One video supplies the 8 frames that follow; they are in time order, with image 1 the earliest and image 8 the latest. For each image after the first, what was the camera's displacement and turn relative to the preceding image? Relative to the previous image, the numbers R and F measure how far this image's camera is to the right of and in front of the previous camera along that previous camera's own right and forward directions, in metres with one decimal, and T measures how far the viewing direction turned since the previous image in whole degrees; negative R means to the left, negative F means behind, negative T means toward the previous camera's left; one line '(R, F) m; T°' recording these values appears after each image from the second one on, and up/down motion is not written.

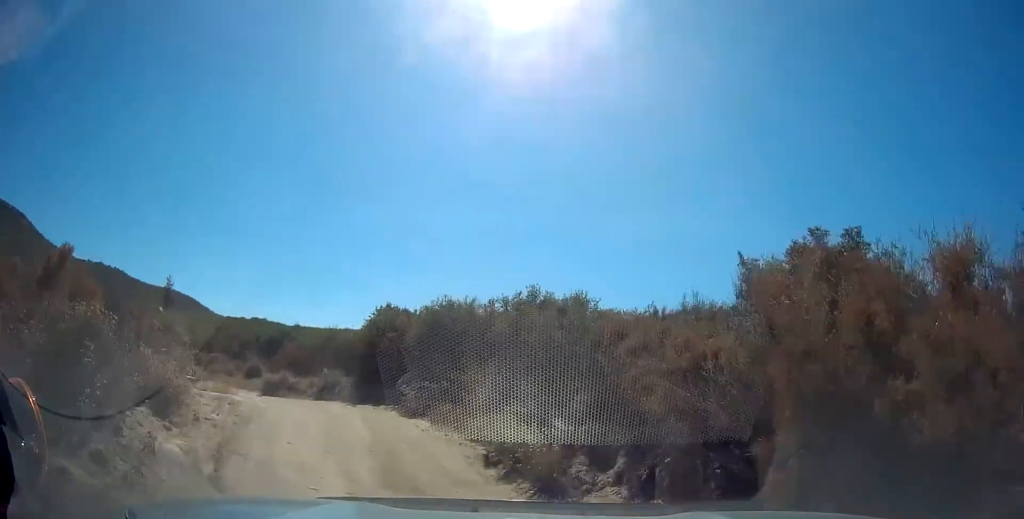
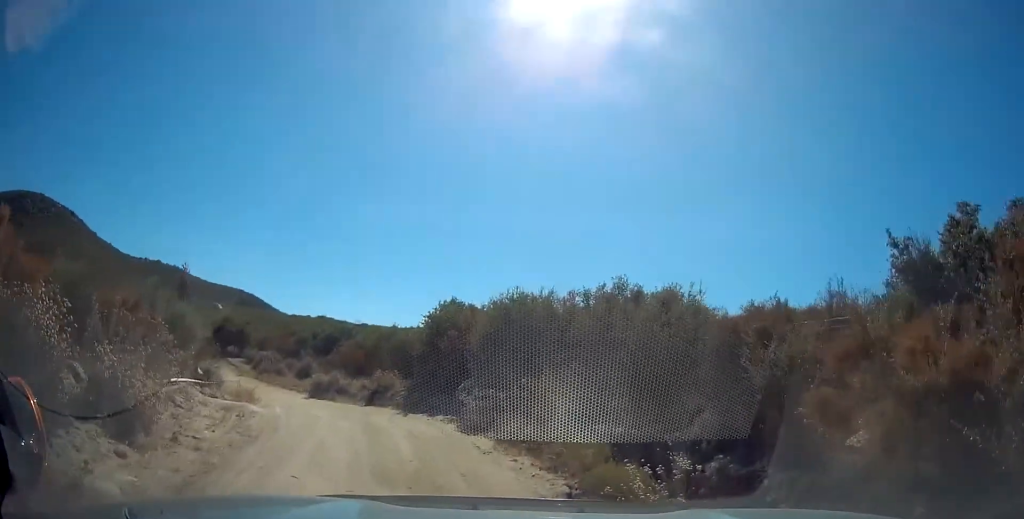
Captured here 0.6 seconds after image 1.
(-0.1, +2.7) m; -8°
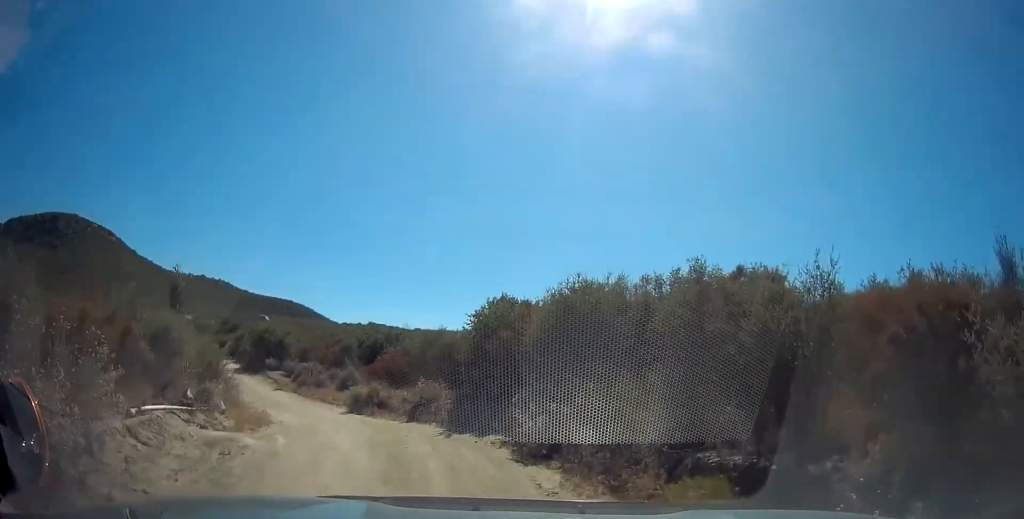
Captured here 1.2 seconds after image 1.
(-0.3, +2.3) m; -5°
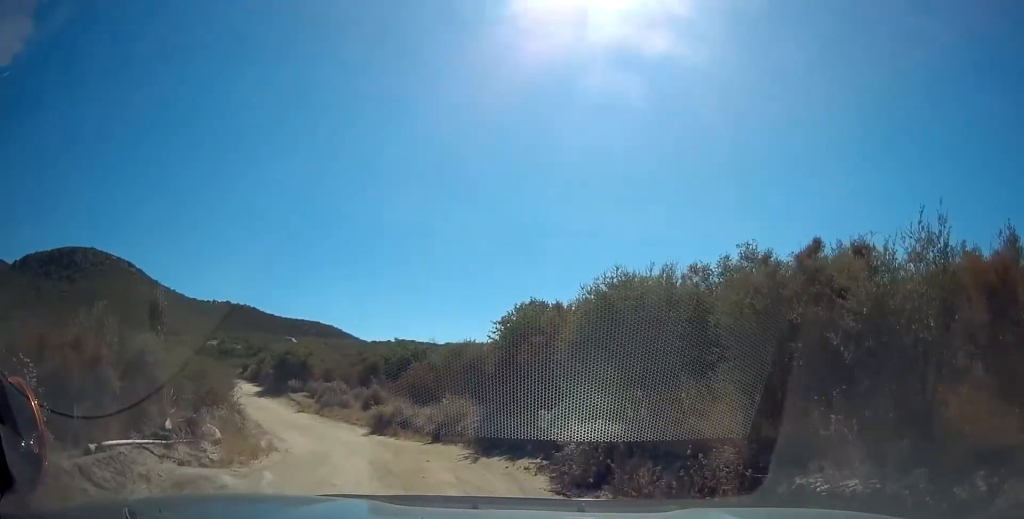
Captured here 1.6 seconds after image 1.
(-0.1, +1.6) m; -4°
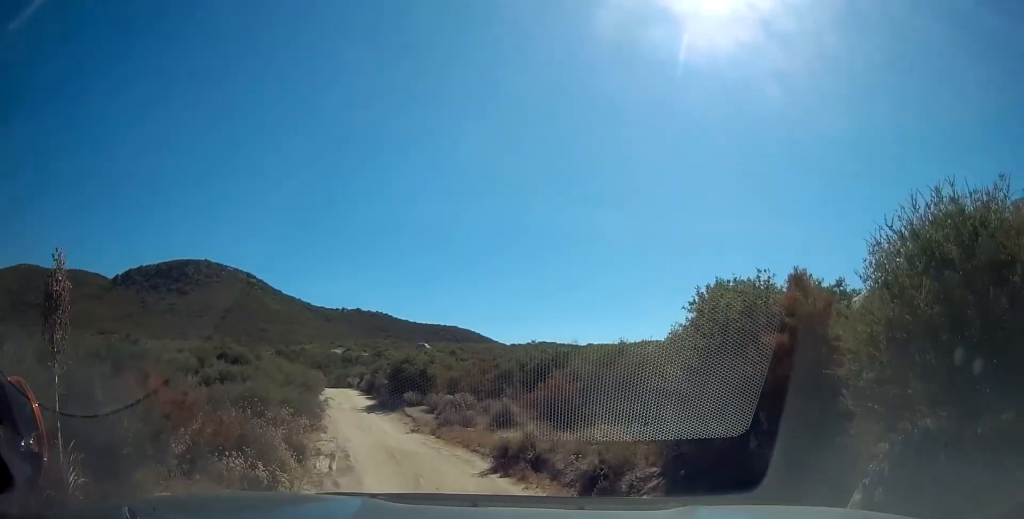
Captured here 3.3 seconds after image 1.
(-0.6, +5.3) m; -9°
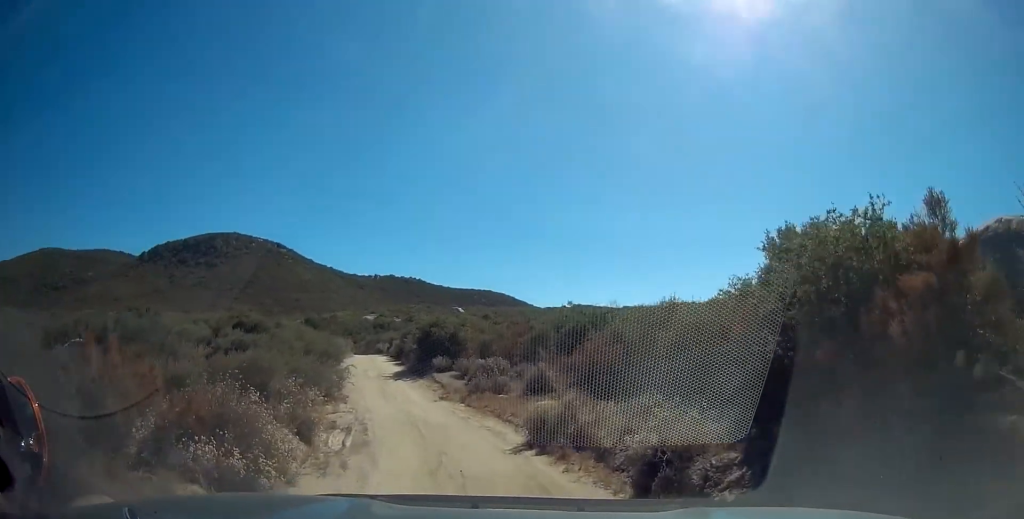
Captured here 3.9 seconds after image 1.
(0.0, +1.7) m; -1°
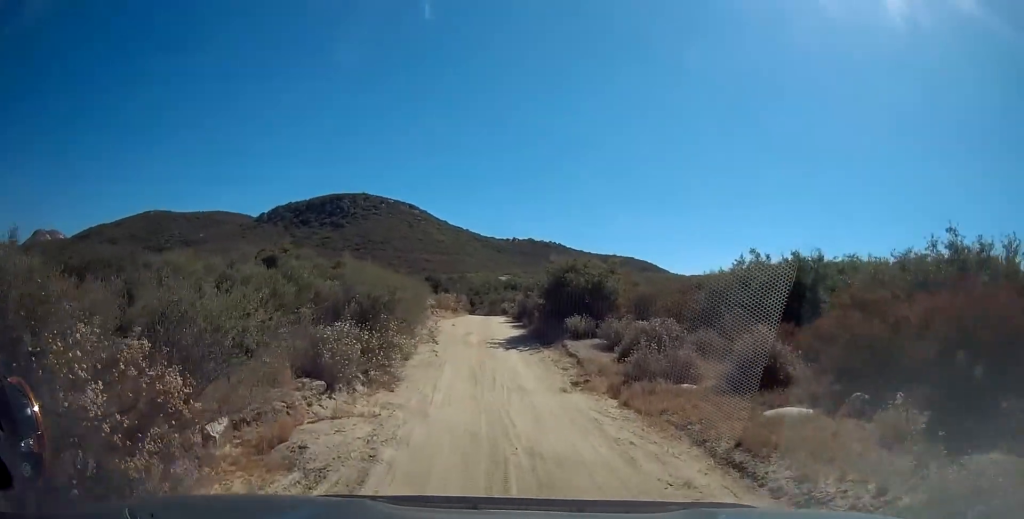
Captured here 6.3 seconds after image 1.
(-0.8, +10.1) m; -12°
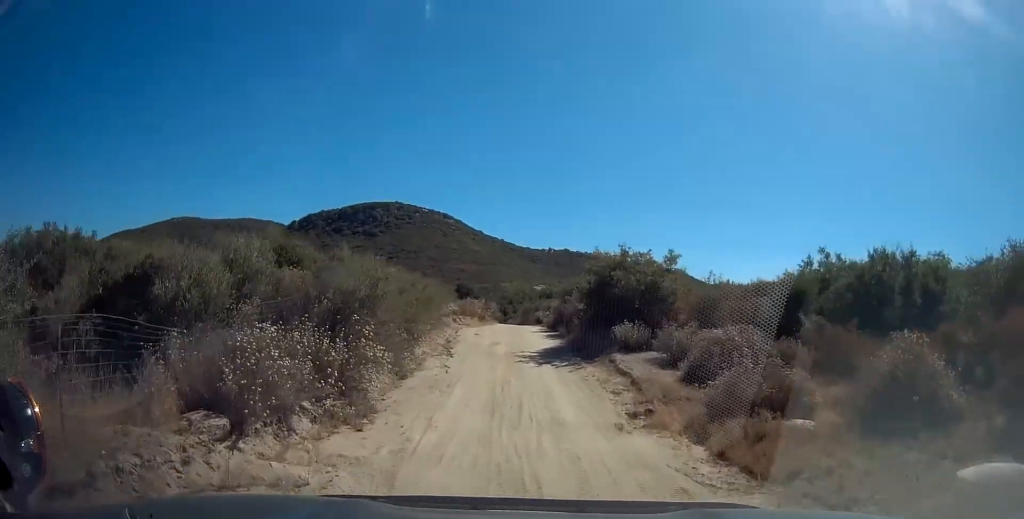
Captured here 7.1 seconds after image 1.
(-0.1, +4.1) m; -6°
